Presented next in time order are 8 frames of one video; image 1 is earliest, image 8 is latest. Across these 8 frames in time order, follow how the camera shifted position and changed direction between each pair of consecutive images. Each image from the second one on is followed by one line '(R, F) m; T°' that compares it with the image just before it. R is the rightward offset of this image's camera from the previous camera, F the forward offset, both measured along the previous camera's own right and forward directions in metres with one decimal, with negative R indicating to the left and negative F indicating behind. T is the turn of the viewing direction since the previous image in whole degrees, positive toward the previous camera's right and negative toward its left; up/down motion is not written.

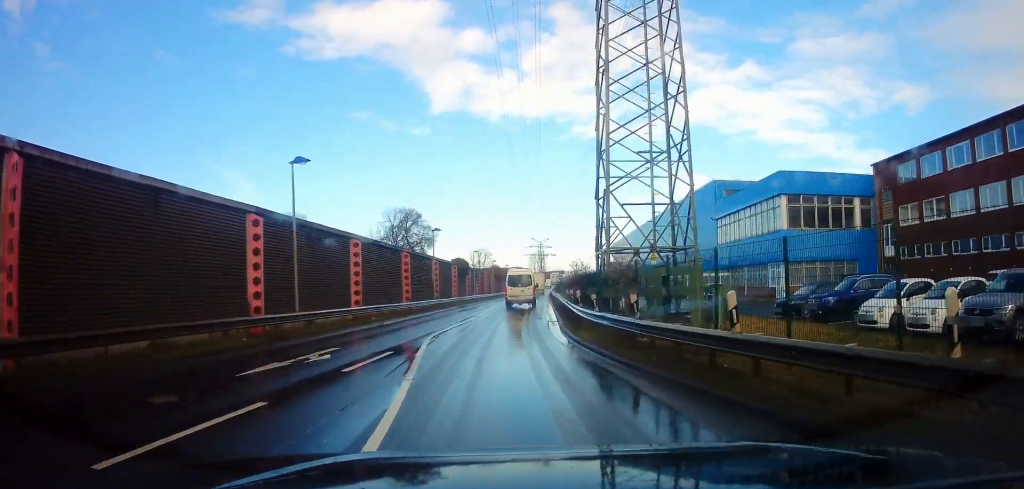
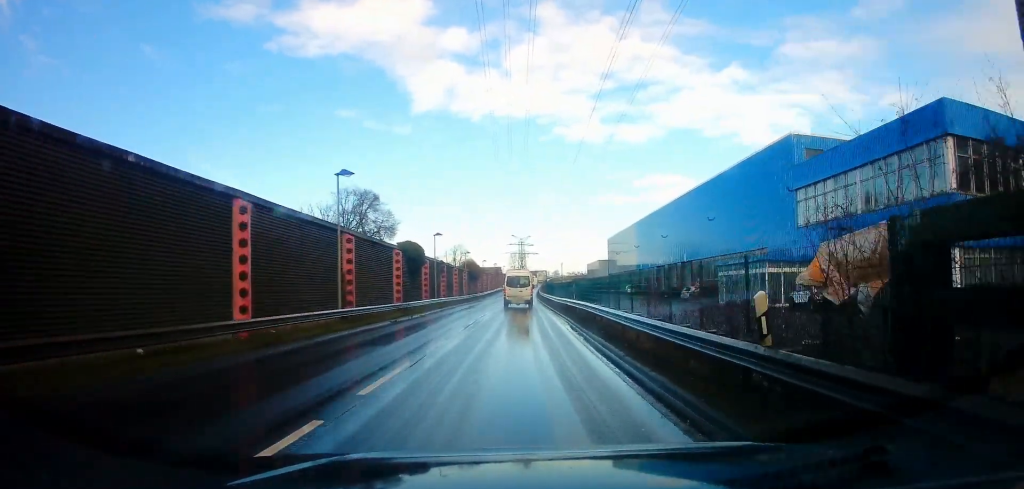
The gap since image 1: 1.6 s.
(0.0, +21.7) m; +1°
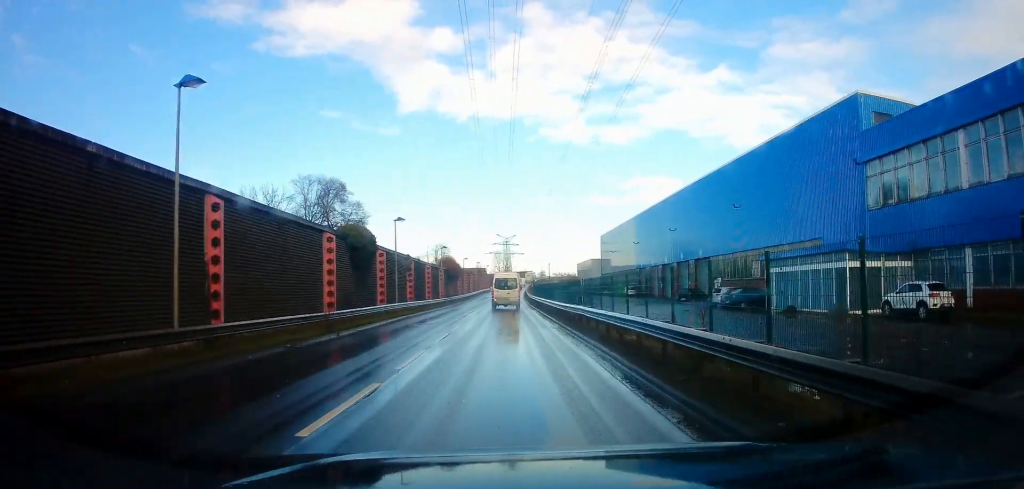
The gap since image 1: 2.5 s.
(0.0, +11.2) m; +1°
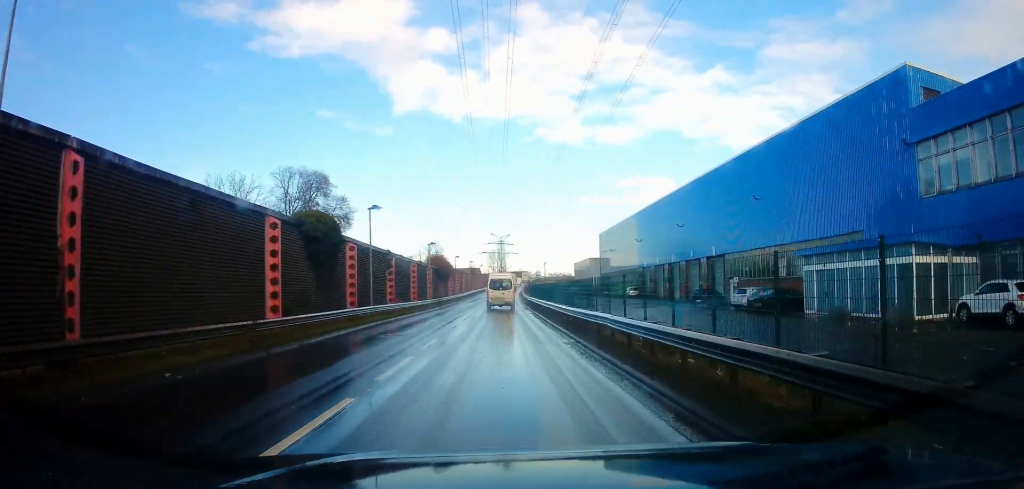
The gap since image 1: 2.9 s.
(0.0, +5.6) m; 0°
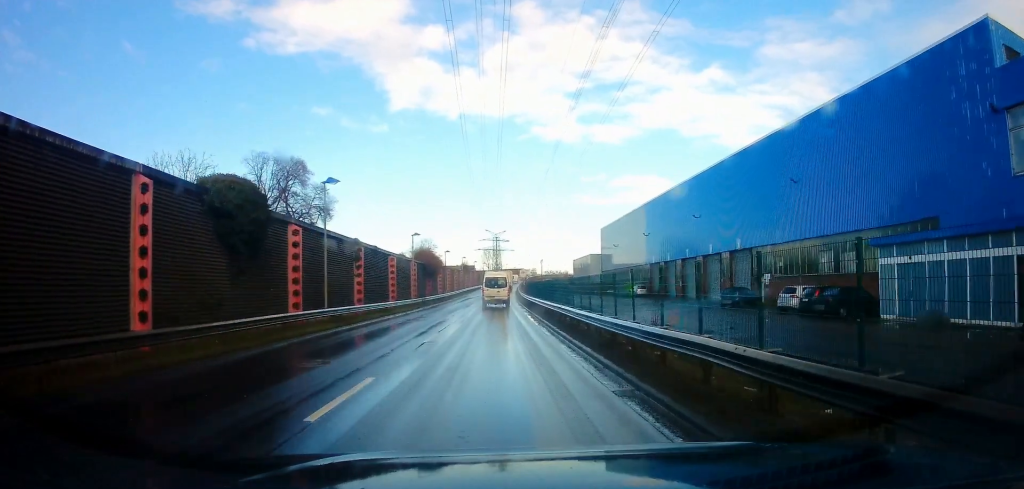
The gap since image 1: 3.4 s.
(+0.2, +7.3) m; 0°
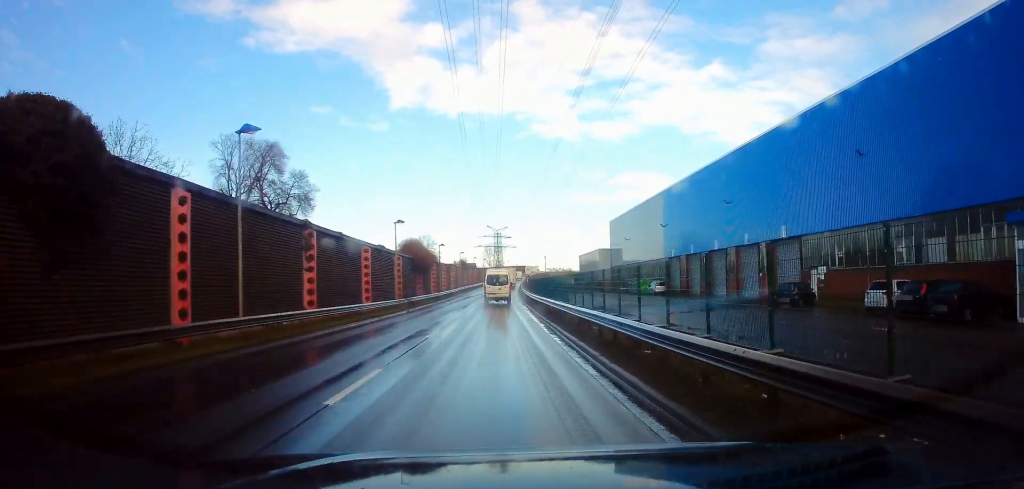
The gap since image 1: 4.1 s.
(0.0, +8.2) m; -1°
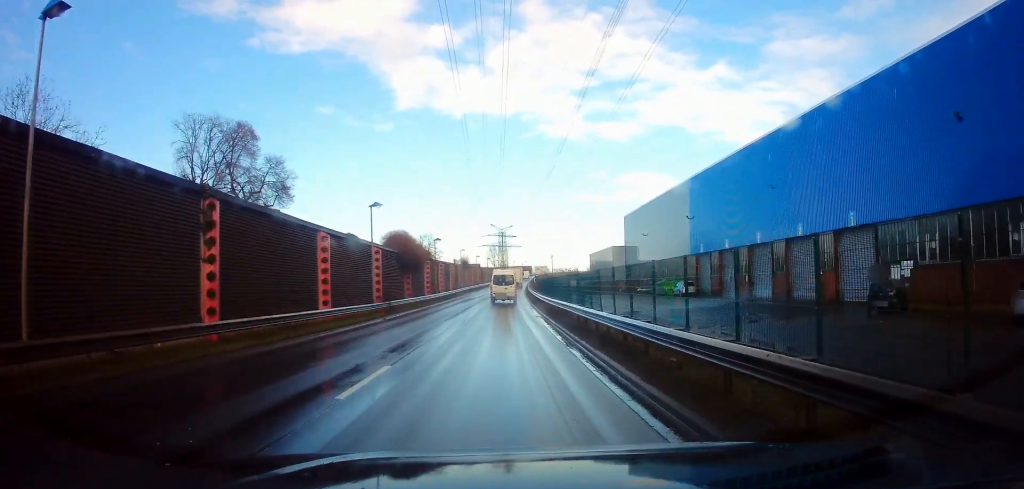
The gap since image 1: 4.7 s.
(-0.2, +8.6) m; -1°
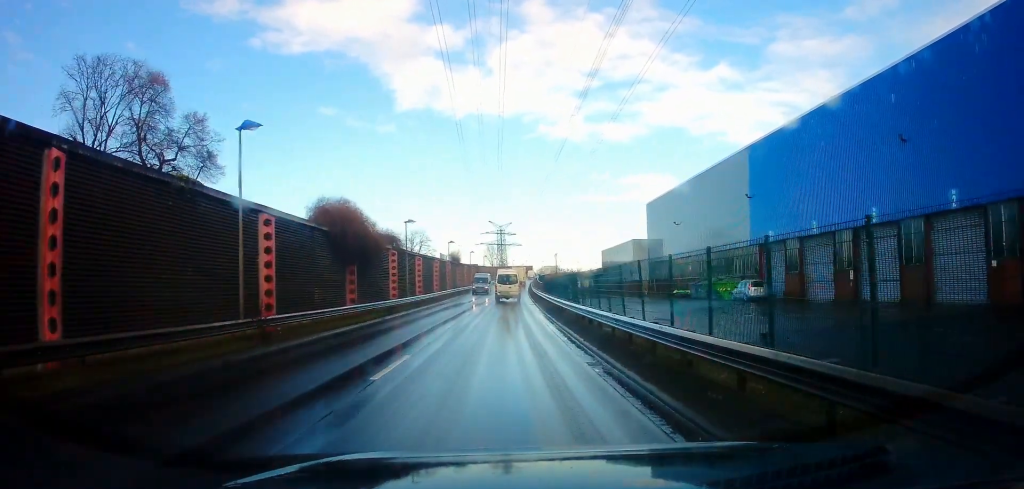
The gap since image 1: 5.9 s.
(+0.1, +16.4) m; +2°
